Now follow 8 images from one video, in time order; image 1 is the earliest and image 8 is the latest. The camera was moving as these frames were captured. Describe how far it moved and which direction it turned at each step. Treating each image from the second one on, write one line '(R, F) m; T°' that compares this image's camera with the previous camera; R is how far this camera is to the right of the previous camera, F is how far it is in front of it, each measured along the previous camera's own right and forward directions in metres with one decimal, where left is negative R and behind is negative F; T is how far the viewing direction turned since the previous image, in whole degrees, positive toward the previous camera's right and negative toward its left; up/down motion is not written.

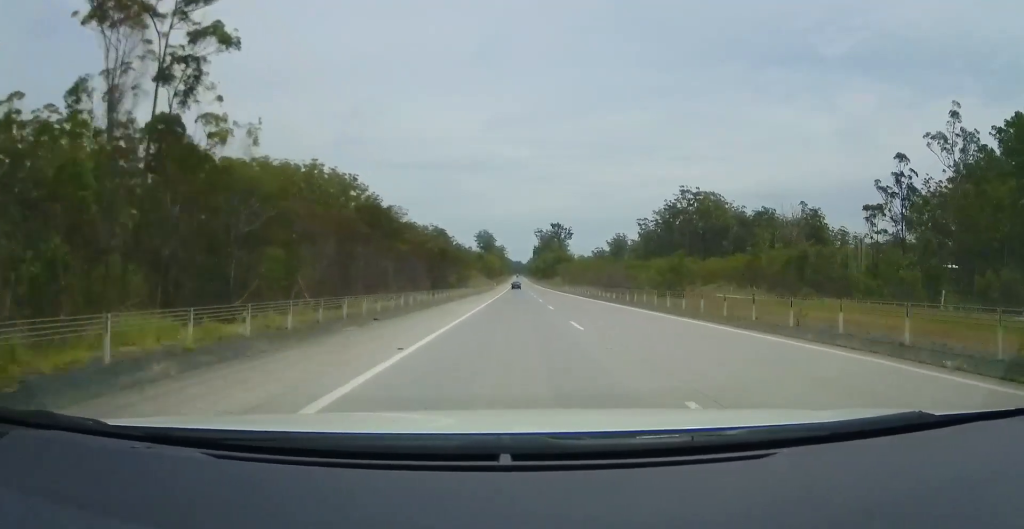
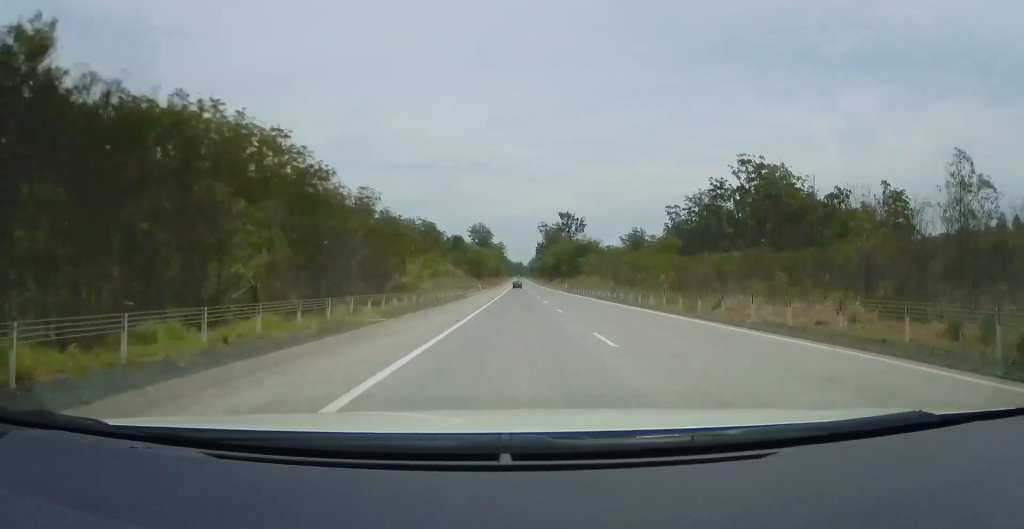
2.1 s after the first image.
(+0.1, +63.0) m; +1°
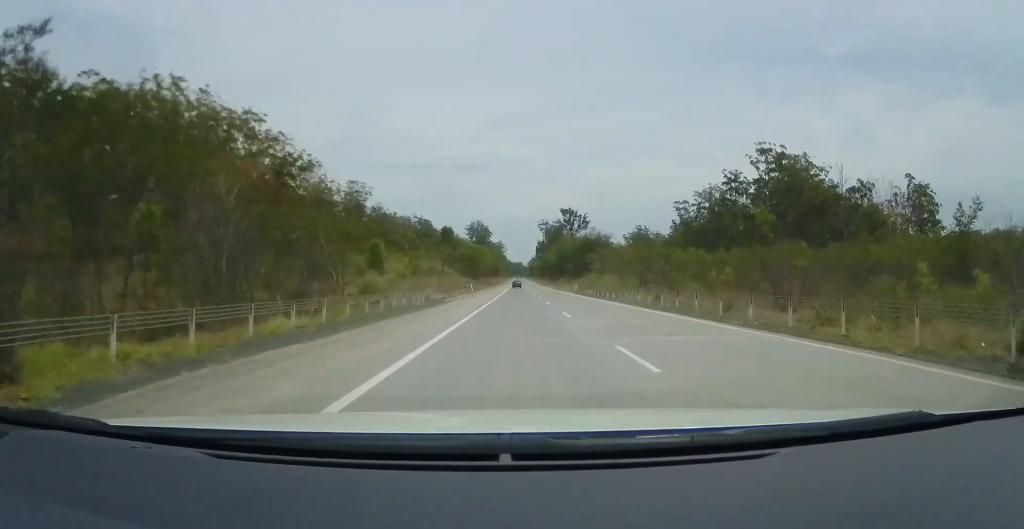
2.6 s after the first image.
(+0.1, +15.8) m; +1°
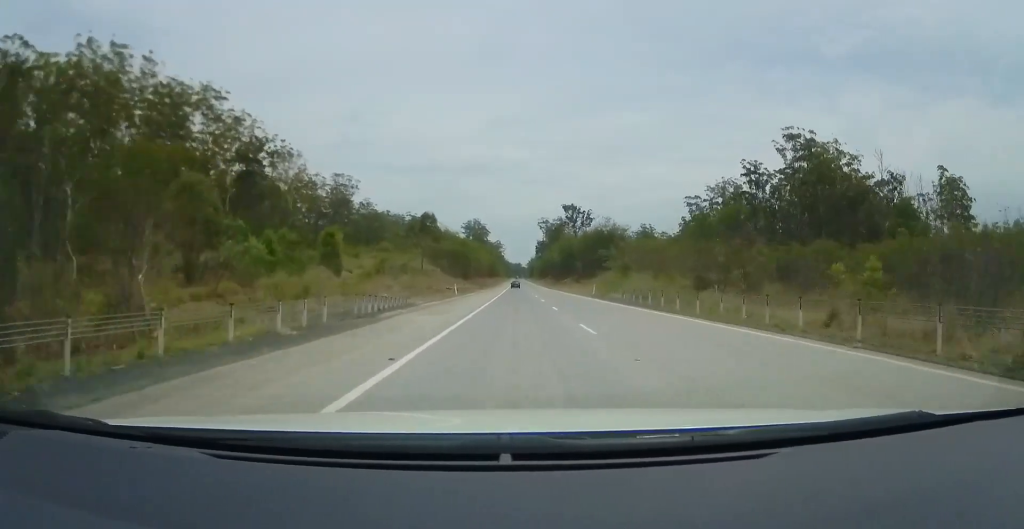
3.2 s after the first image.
(+0.1, +18.2) m; 0°
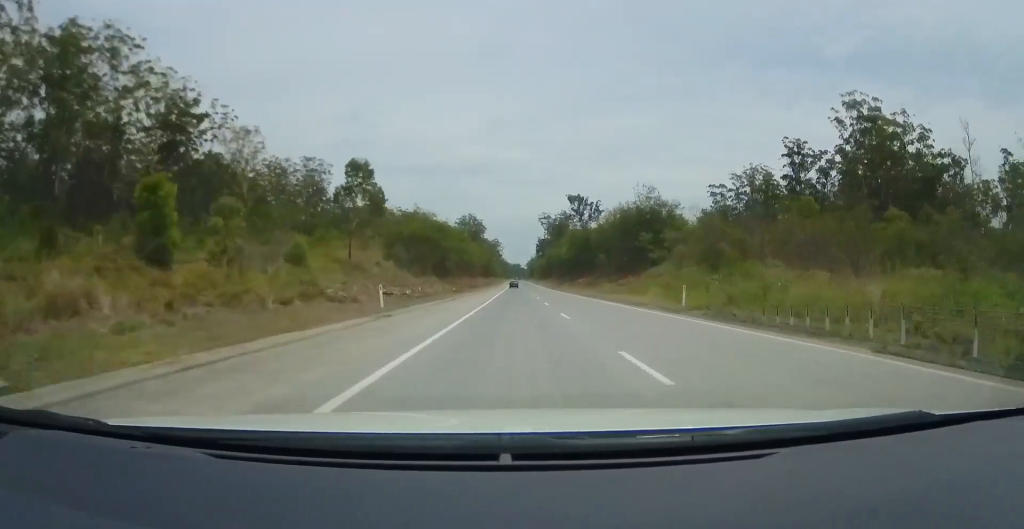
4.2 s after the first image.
(+0.1, +30.3) m; 0°
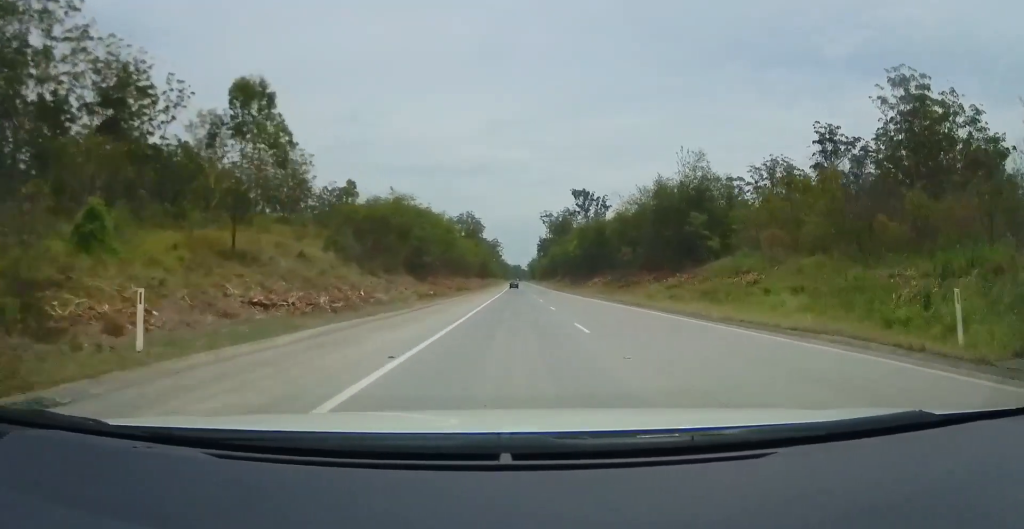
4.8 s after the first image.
(0.0, +16.9) m; -1°
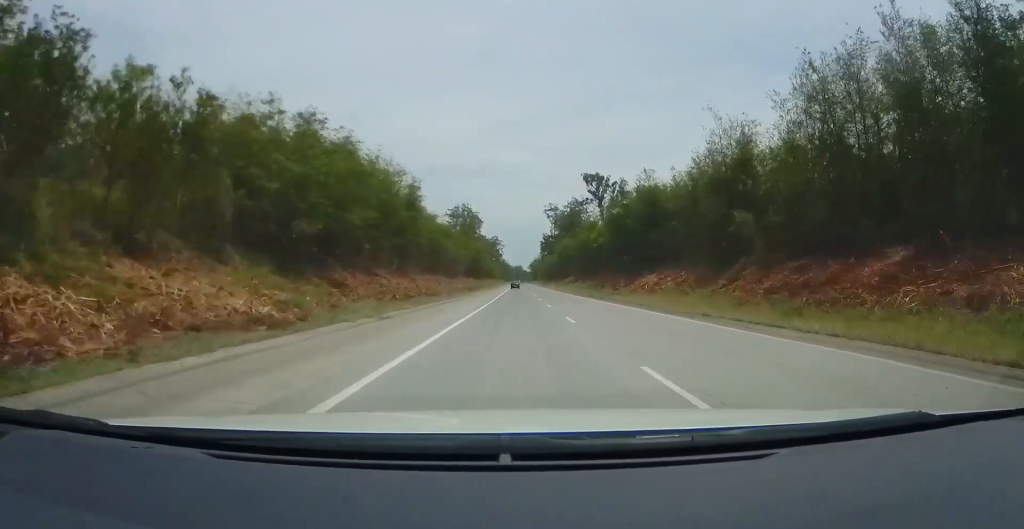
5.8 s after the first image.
(-0.4, +32.6) m; -1°
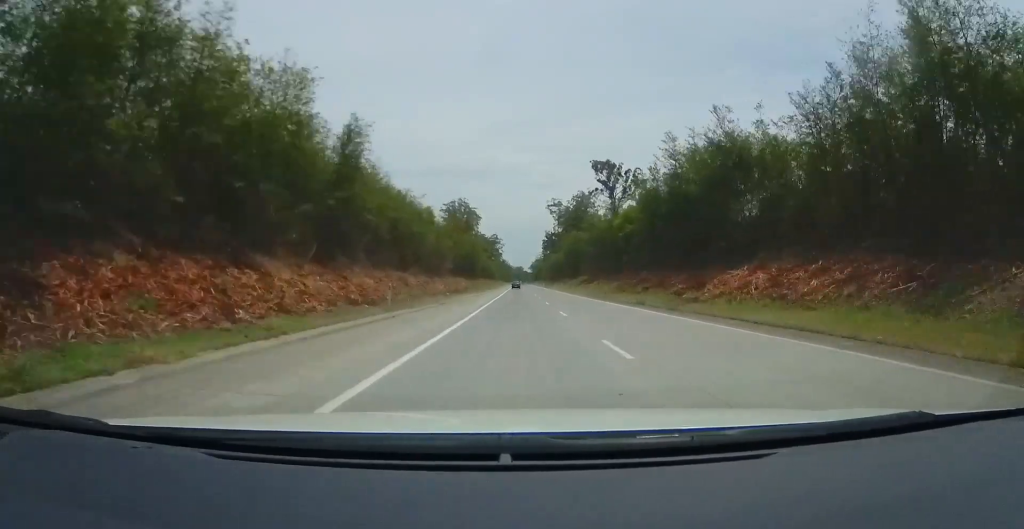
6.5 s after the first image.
(0.0, +19.2) m; 0°
